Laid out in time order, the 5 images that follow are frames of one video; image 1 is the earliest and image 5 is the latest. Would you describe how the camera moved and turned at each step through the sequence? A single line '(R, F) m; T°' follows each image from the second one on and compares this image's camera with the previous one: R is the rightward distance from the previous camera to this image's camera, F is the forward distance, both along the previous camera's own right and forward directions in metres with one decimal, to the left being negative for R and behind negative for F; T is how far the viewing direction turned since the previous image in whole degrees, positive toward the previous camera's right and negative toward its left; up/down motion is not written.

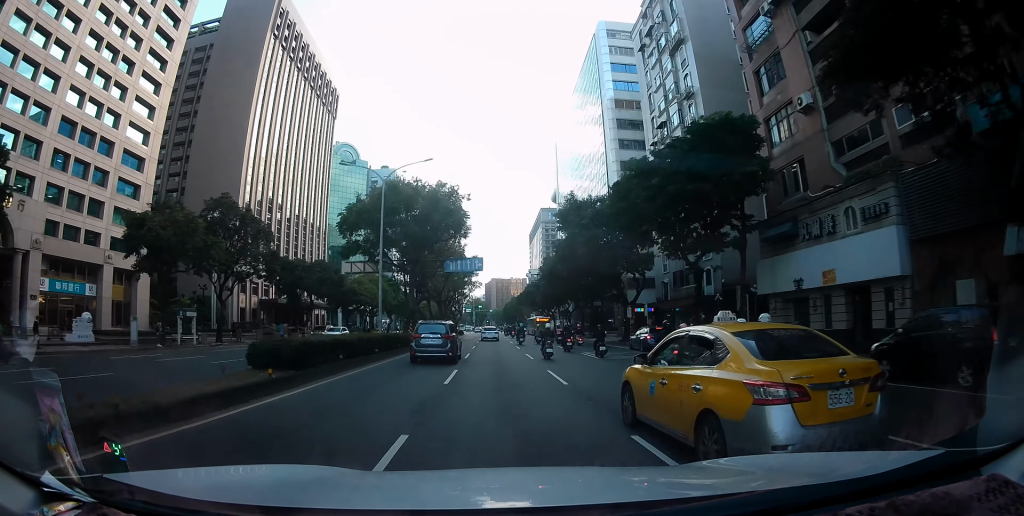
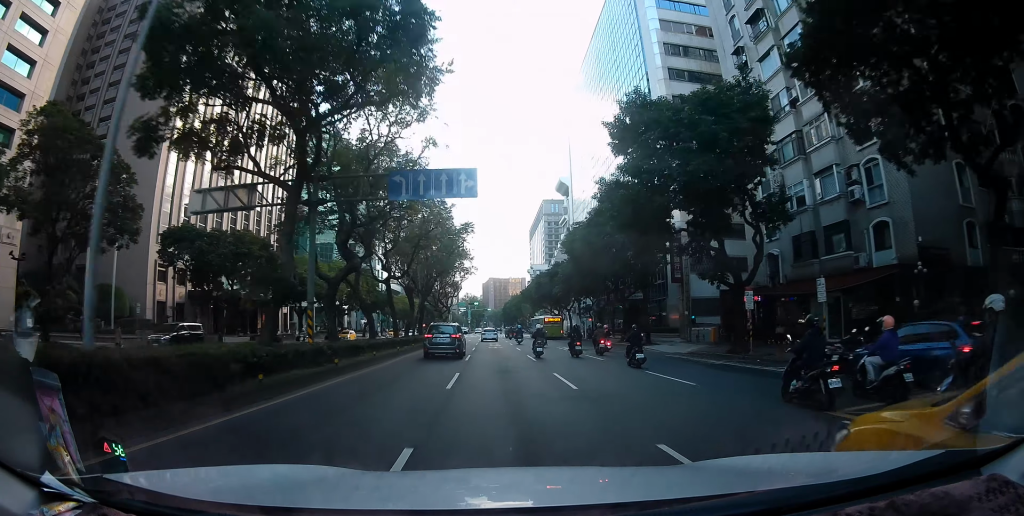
(-1.8, +20.8) m; -5°
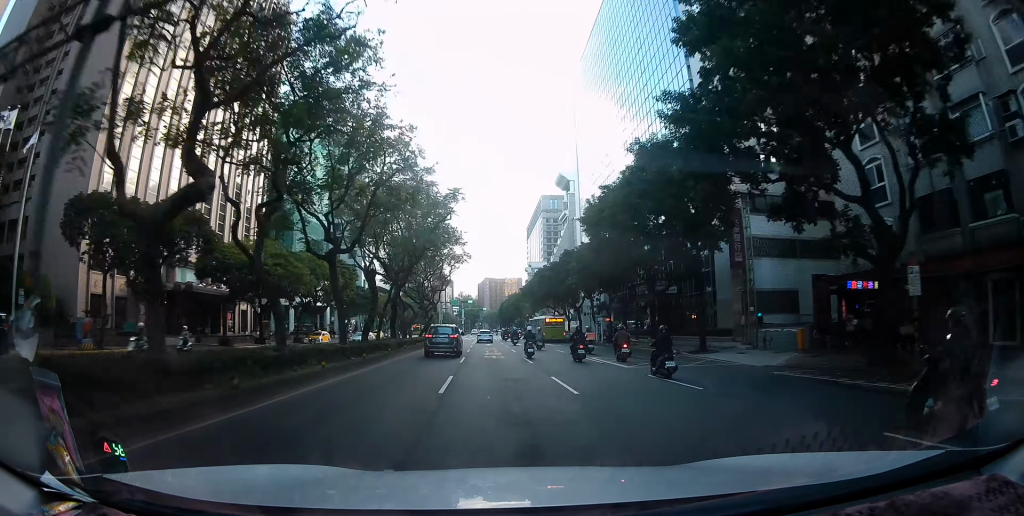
(0.0, +11.2) m; 0°
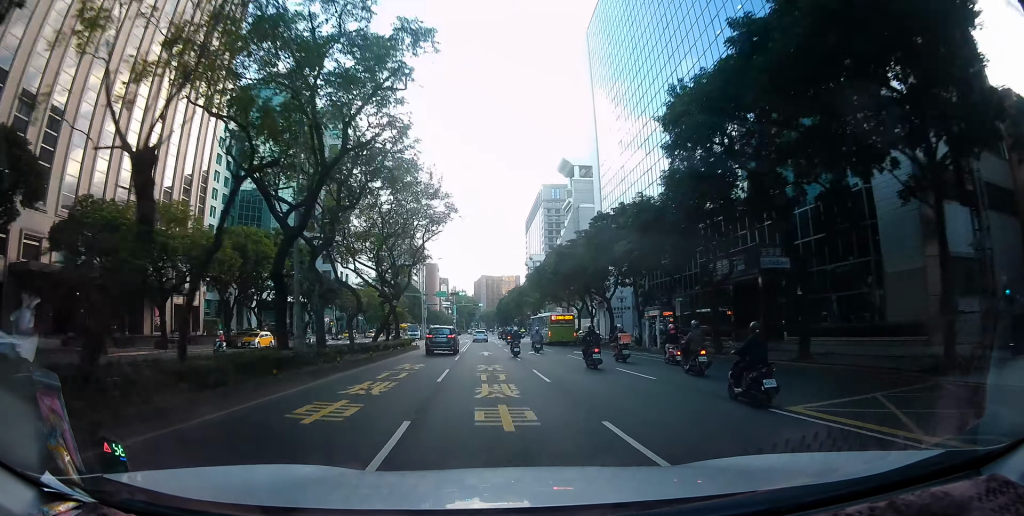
(0.0, +17.7) m; 0°
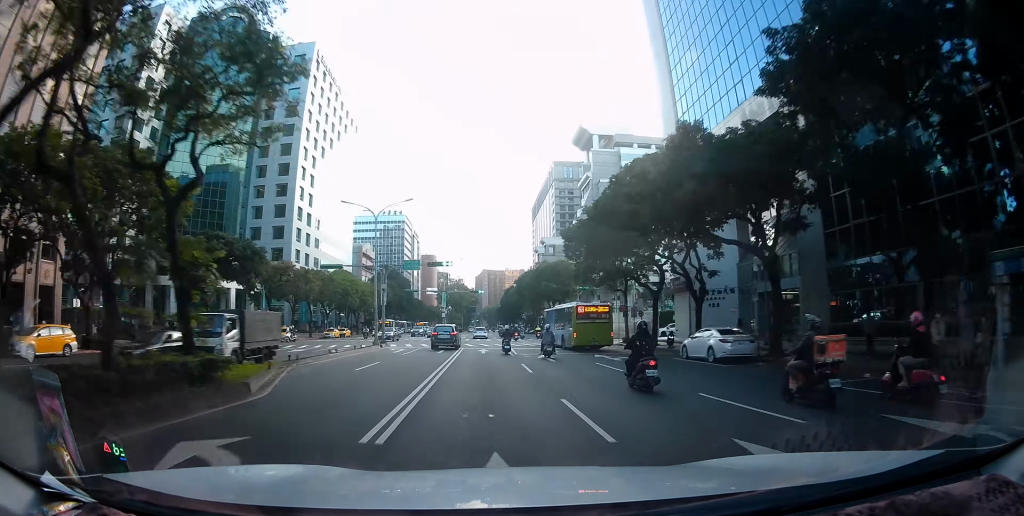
(0.0, +26.7) m; 0°
